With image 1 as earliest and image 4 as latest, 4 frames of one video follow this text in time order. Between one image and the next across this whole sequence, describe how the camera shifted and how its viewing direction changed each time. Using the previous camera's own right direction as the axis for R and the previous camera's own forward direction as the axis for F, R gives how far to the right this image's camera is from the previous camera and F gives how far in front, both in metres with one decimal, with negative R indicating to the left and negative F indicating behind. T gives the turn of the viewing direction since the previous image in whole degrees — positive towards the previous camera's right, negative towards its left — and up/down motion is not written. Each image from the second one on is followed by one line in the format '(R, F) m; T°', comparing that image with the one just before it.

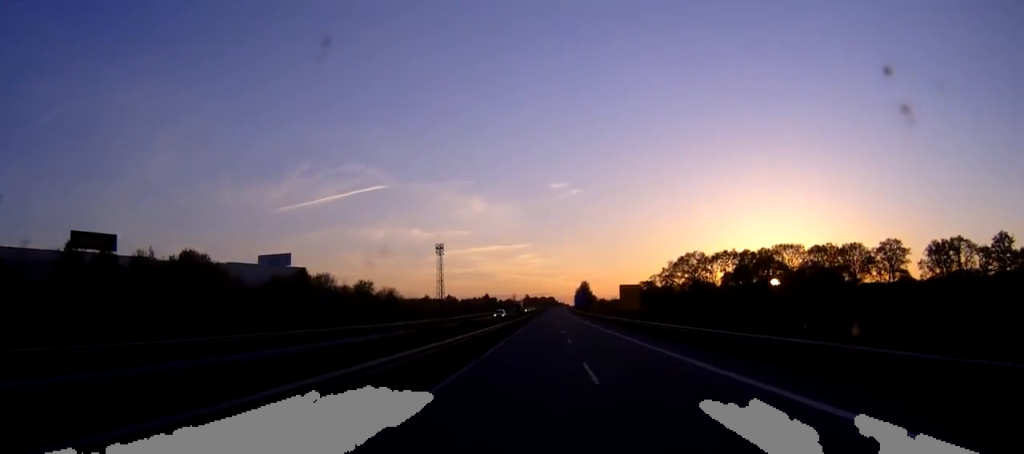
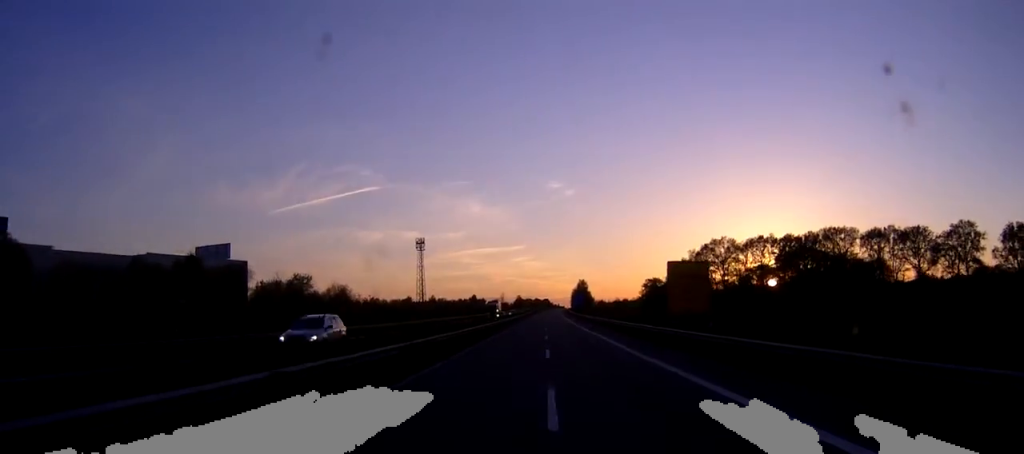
(+0.1, +42.7) m; 0°
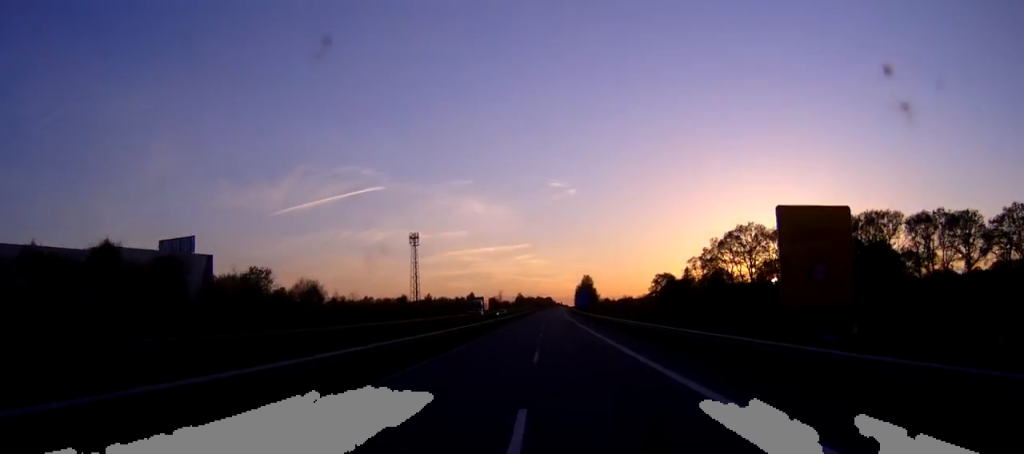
(0.0, +22.3) m; 0°
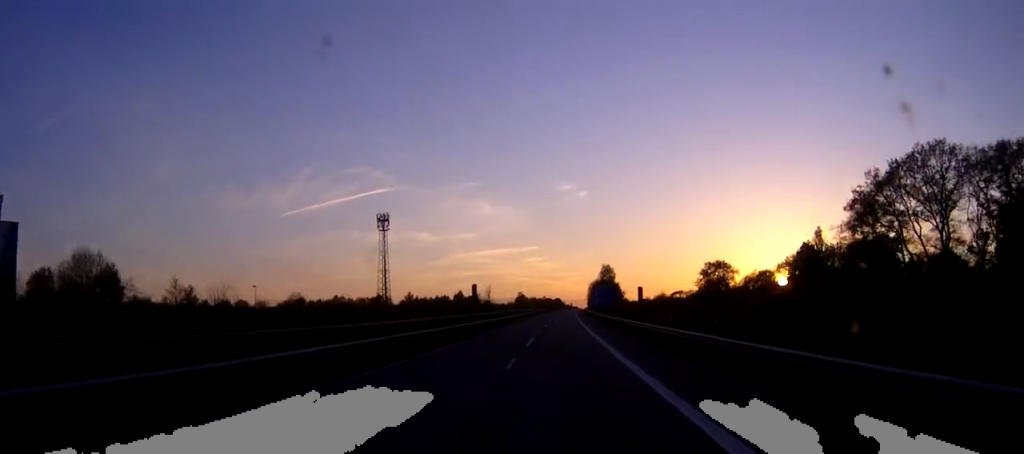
(-0.4, +76.0) m; -1°
